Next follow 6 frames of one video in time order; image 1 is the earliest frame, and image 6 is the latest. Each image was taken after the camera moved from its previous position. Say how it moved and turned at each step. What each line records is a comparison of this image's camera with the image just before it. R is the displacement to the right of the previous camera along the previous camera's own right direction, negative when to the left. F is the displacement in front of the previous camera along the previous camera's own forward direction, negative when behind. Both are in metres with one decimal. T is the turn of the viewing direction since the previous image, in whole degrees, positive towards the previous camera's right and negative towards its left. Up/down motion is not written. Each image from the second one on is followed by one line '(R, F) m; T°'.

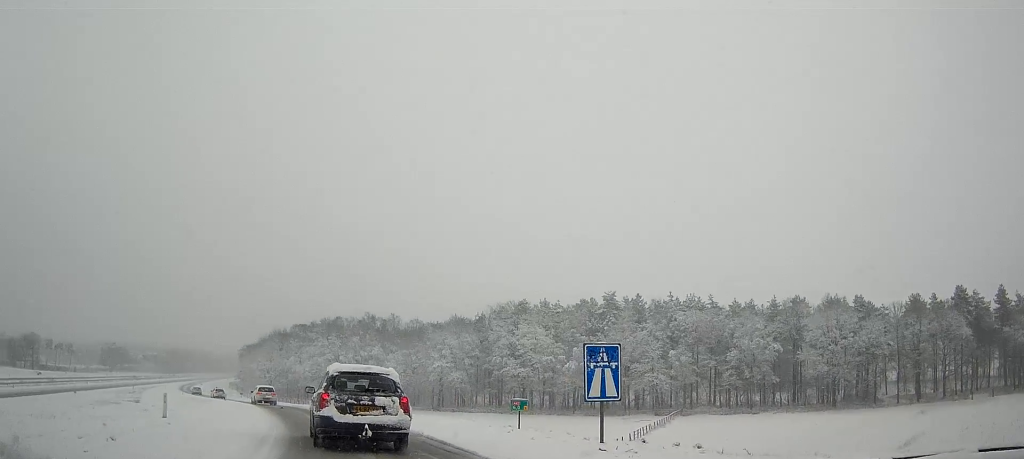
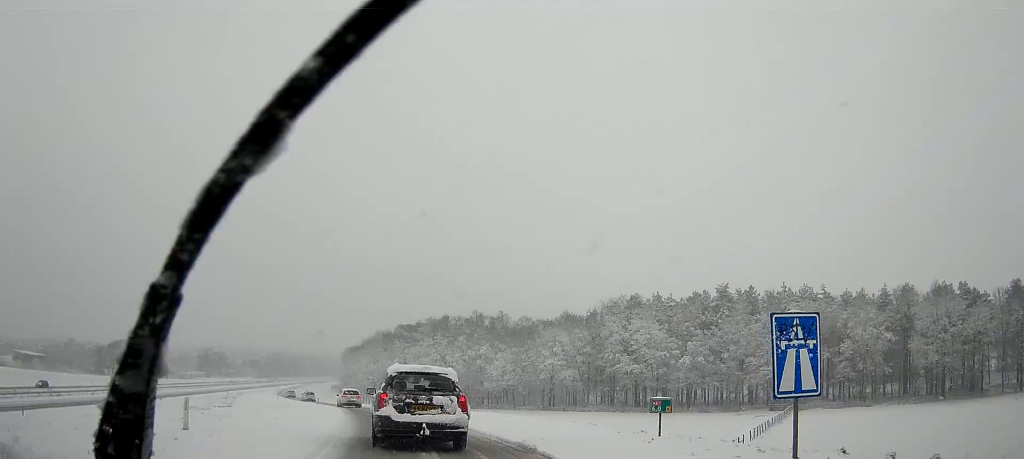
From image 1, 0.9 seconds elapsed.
(-0.1, +5.0) m; -5°
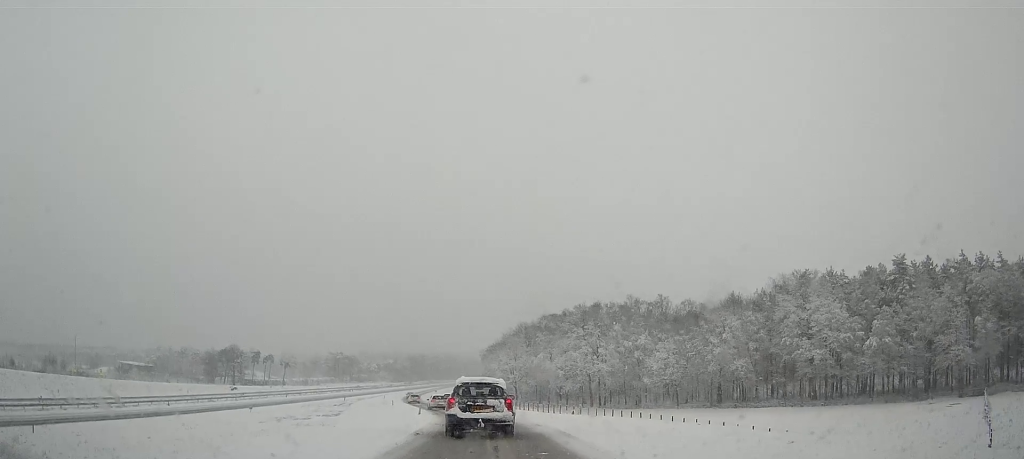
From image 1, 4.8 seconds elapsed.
(-2.6, +23.4) m; -9°
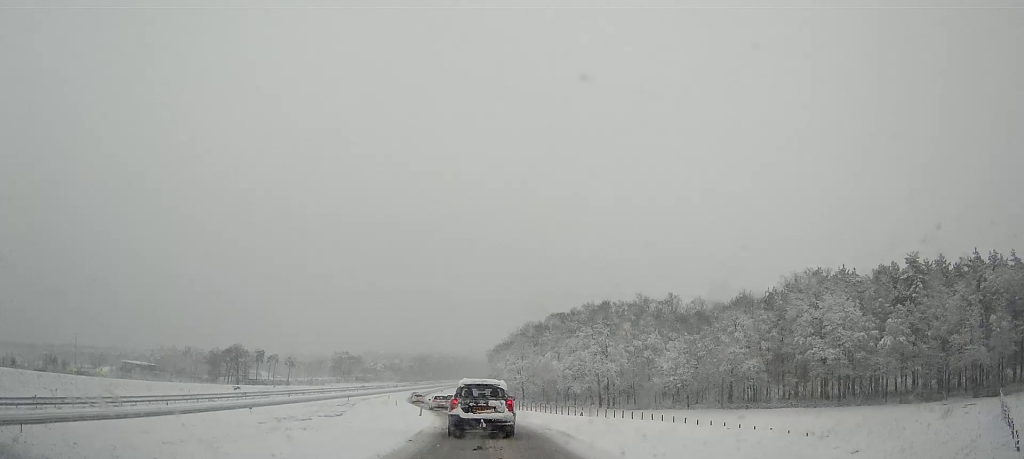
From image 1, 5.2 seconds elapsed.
(+0.1, +3.0) m; -1°
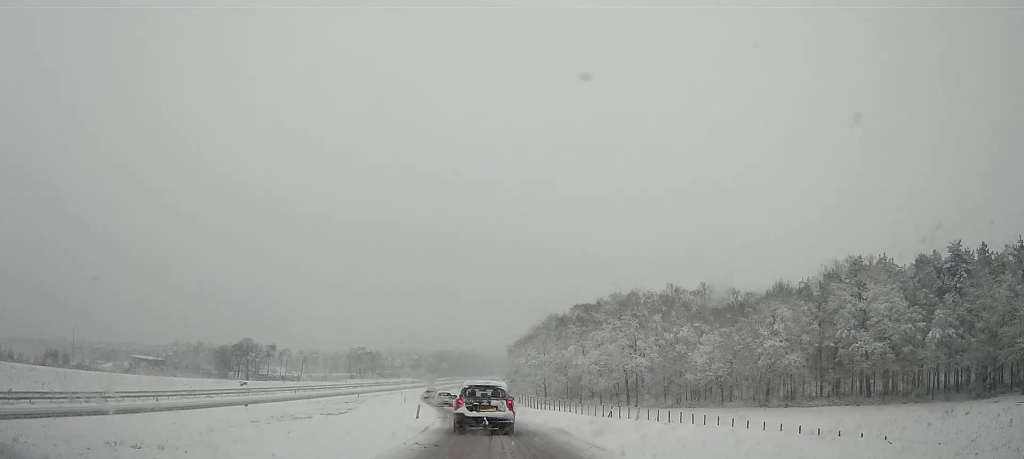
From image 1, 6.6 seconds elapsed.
(-0.4, +10.3) m; -2°
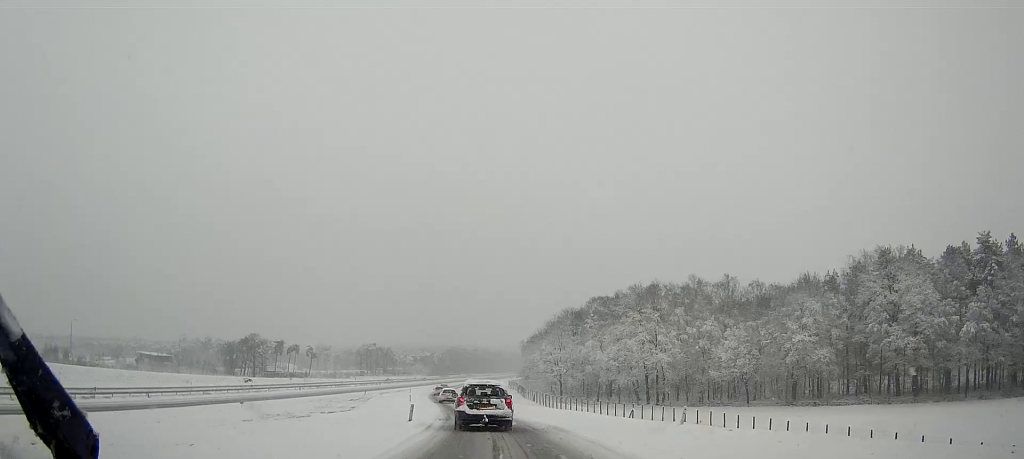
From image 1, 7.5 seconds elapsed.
(0.0, +6.7) m; 0°
